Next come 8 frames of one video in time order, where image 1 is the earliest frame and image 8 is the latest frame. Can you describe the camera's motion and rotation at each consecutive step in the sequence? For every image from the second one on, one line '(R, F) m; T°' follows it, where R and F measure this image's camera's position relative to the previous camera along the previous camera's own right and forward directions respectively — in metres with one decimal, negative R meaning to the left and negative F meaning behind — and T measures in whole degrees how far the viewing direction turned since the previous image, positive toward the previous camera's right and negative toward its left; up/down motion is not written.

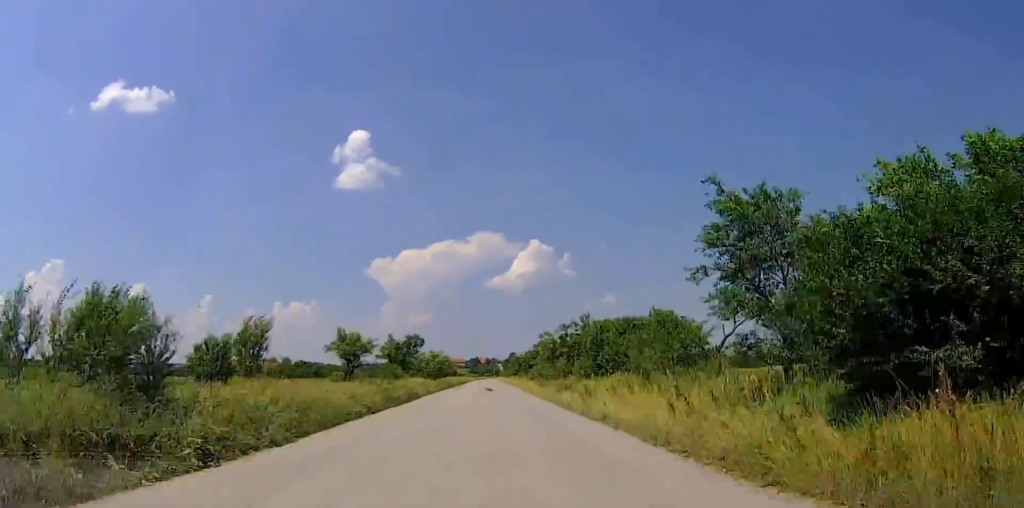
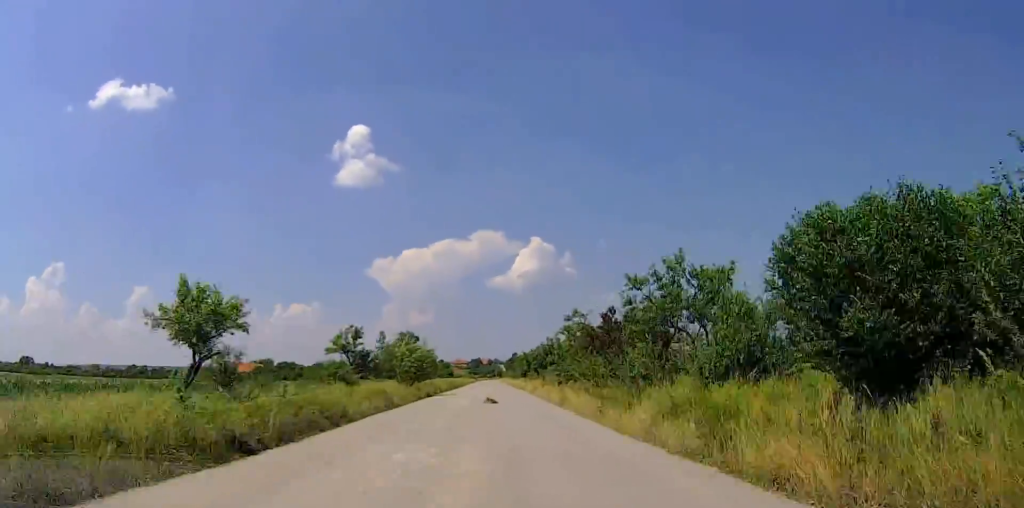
(+0.3, +20.2) m; +1°
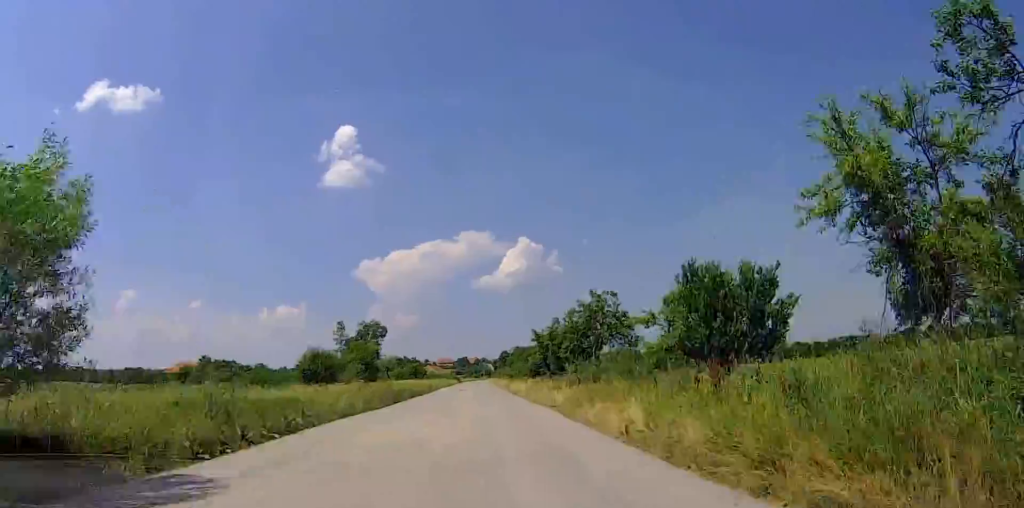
(+0.1, +42.2) m; 0°
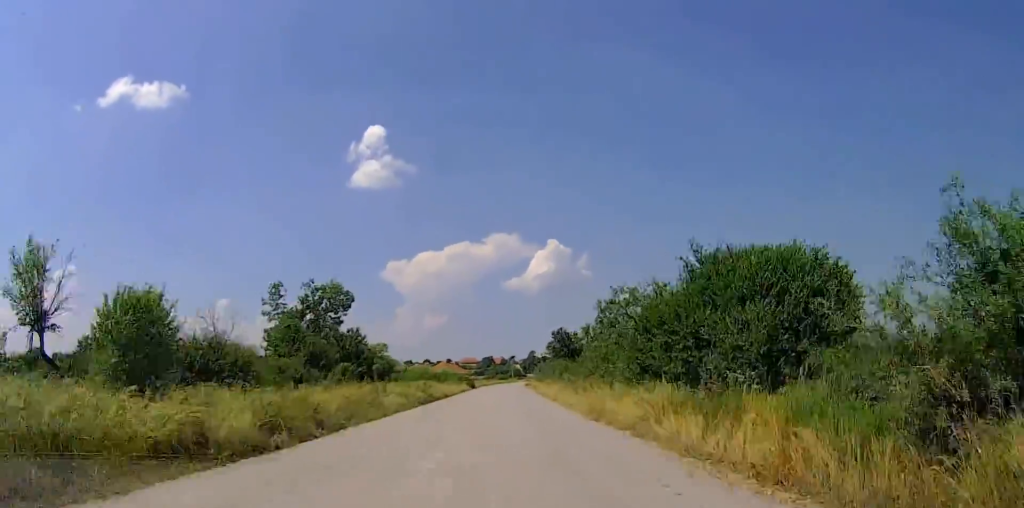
(-1.5, +64.2) m; -2°
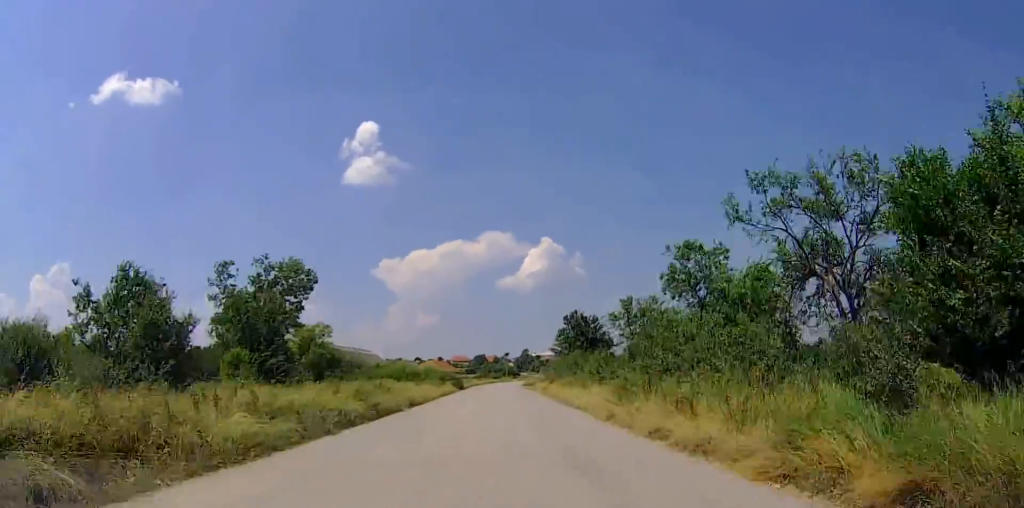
(+0.1, +16.1) m; 0°
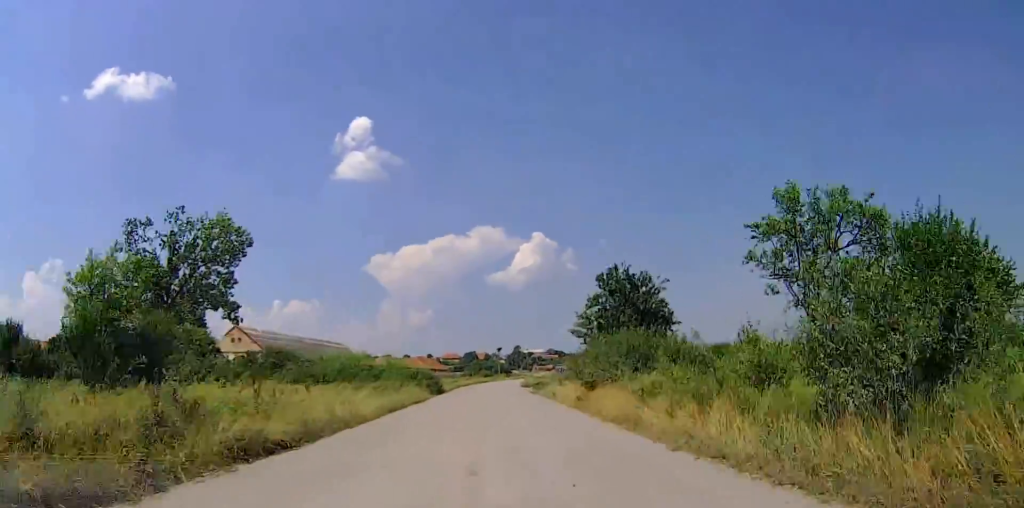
(+0.1, +17.9) m; +1°
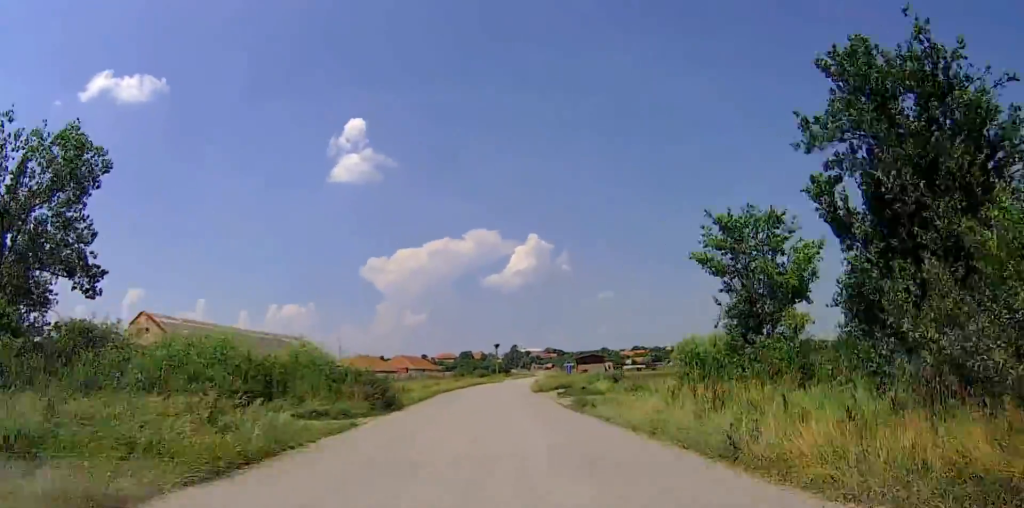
(+0.1, +20.8) m; 0°
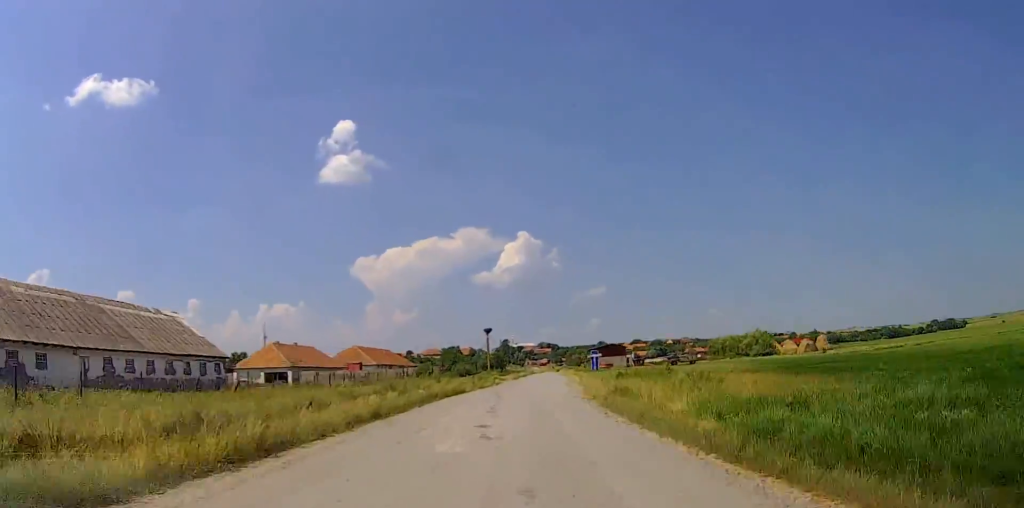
(+0.1, +40.2) m; +2°
